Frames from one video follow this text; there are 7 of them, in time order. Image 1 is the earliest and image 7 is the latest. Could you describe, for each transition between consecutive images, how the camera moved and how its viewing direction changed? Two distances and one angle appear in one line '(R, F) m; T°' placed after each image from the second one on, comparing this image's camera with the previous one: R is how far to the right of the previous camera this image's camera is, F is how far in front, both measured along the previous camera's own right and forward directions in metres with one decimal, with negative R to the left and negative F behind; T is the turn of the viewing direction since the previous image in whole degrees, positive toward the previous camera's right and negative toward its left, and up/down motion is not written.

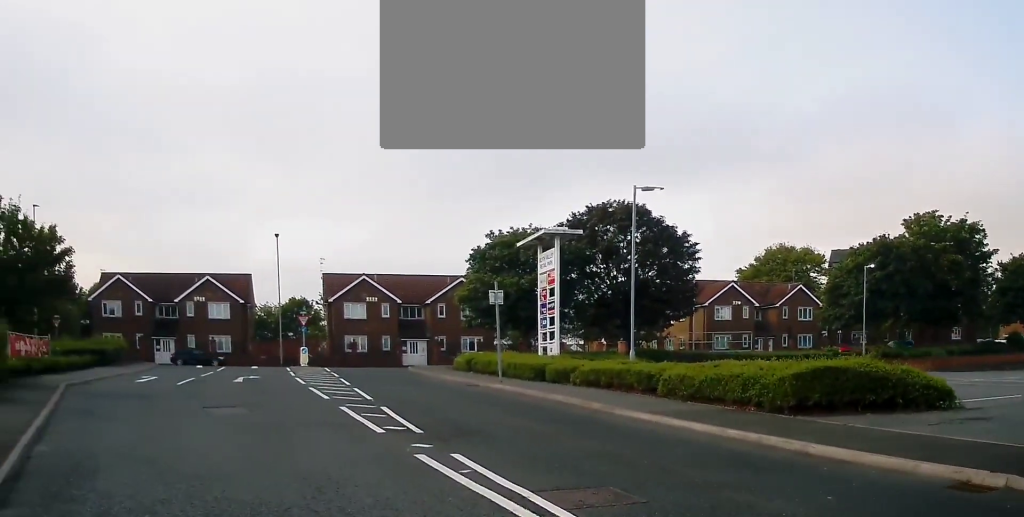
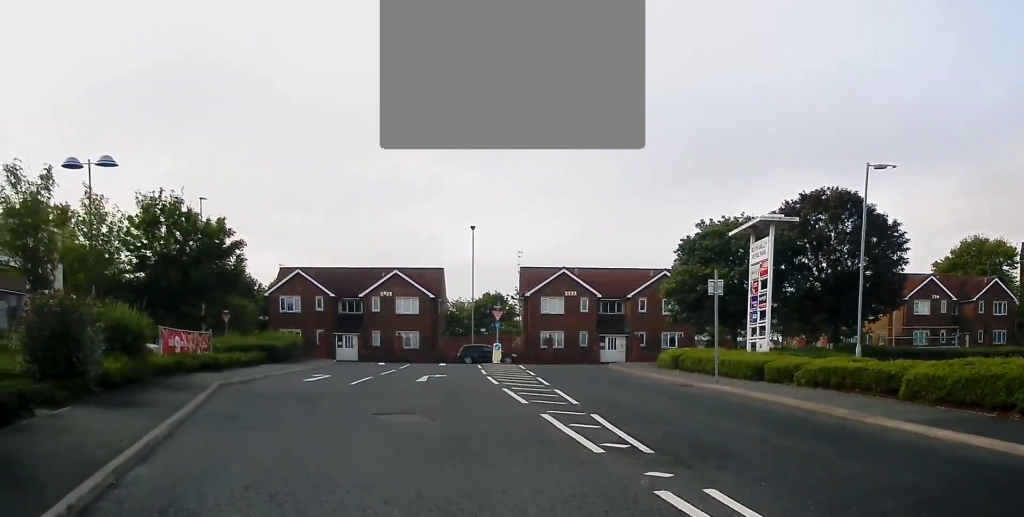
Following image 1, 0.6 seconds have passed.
(-0.3, +2.3) m; -16°
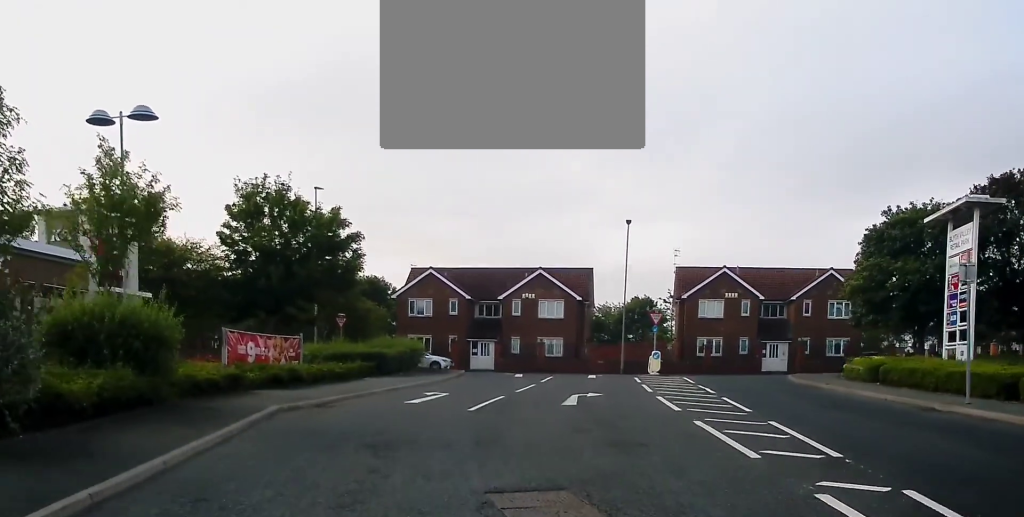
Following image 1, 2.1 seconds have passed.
(-0.9, +5.7) m; -11°
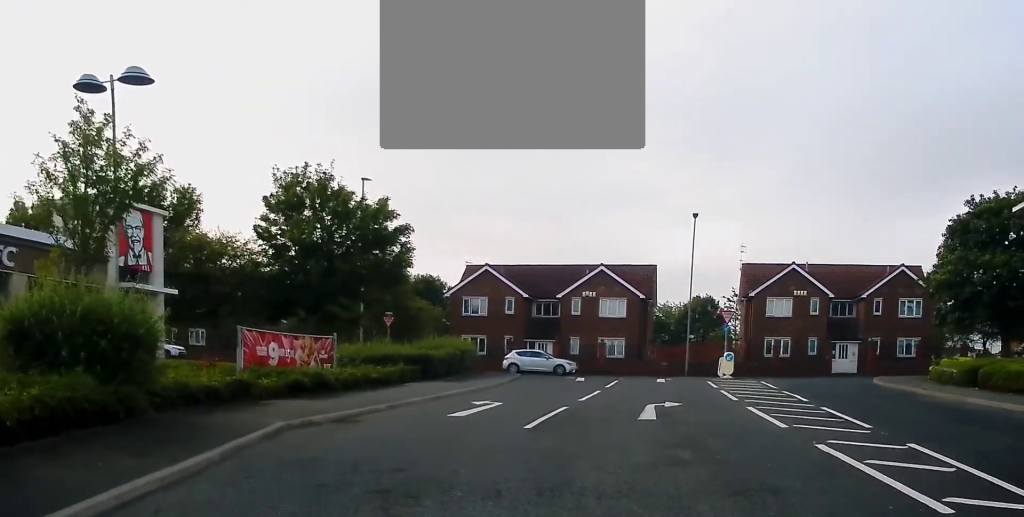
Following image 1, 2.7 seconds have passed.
(0.0, +2.7) m; -1°
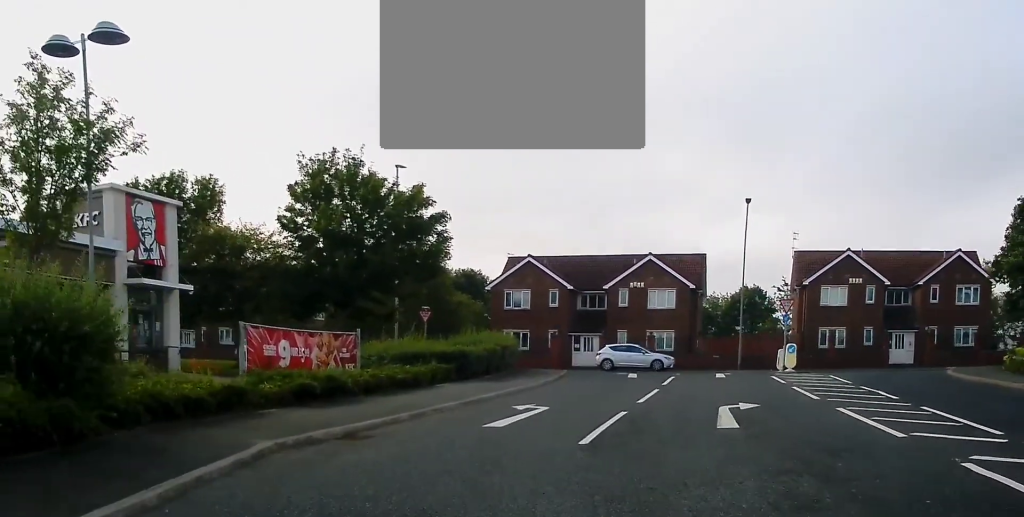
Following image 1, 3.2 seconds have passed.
(0.0, +2.2) m; -1°
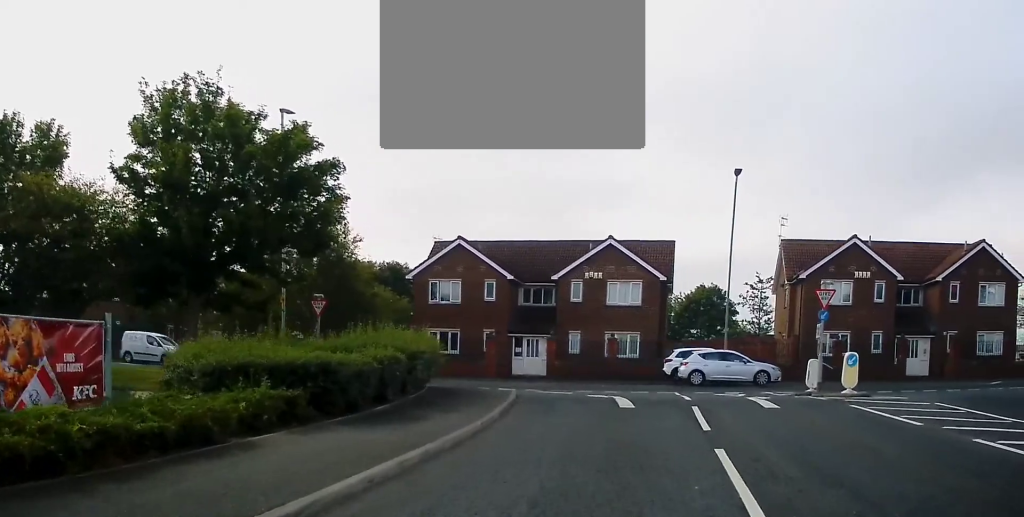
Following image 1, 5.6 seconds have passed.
(-0.3, +10.1) m; +7°
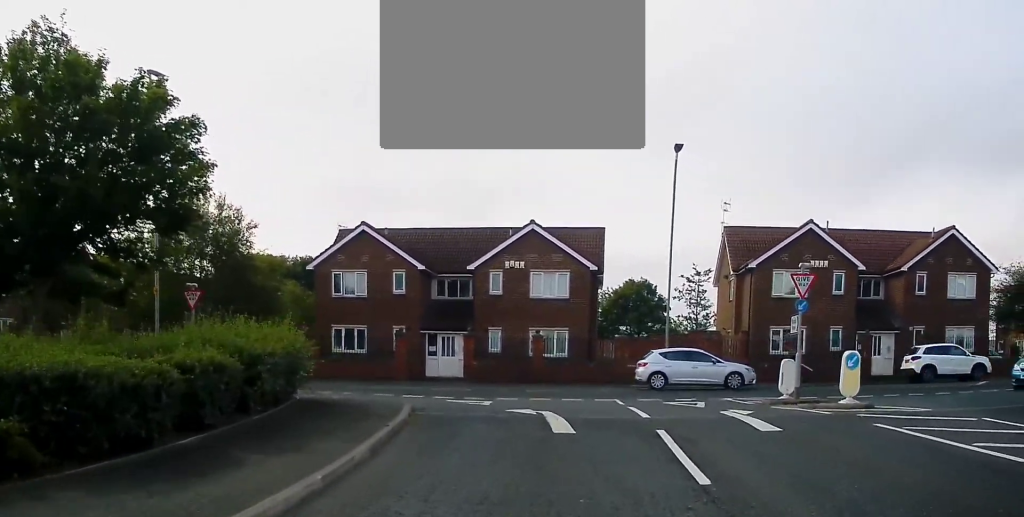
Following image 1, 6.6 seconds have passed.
(+0.6, +4.4) m; +5°
